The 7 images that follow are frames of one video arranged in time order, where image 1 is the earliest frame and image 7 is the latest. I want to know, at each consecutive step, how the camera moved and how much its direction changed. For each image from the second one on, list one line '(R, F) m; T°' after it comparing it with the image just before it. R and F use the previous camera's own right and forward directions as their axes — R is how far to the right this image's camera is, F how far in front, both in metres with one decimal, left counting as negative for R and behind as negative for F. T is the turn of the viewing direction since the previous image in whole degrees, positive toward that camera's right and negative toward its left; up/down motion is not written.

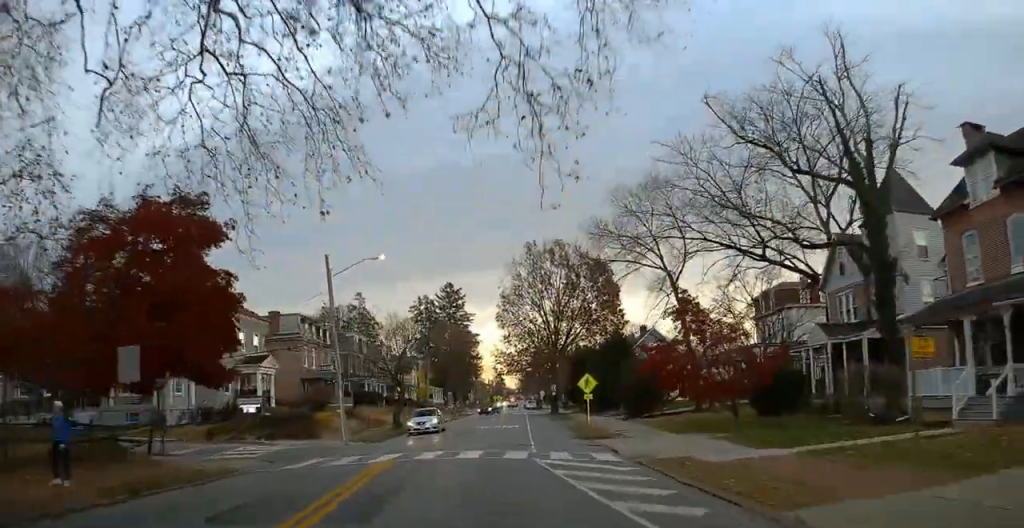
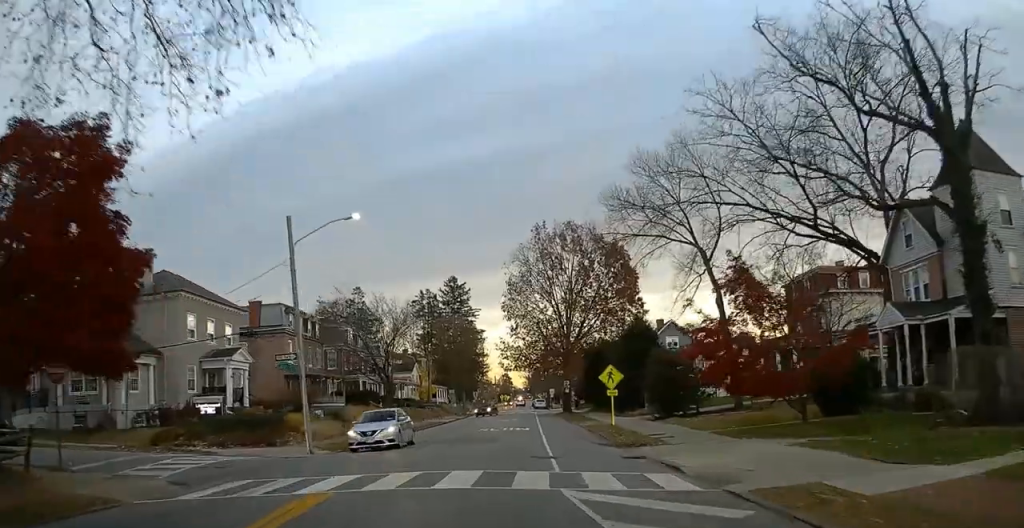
(+0.1, +6.9) m; -2°
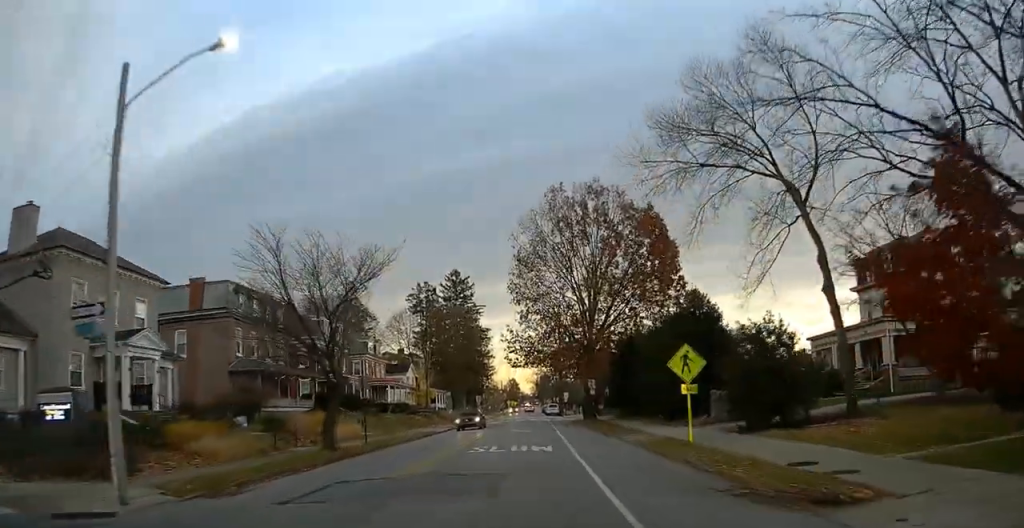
(-0.8, +13.3) m; -3°
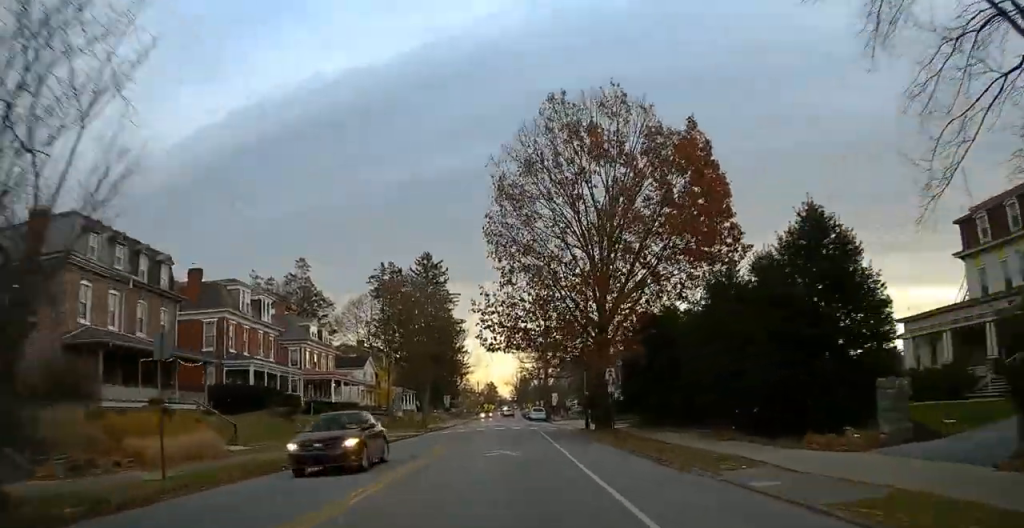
(+0.2, +16.8) m; +2°
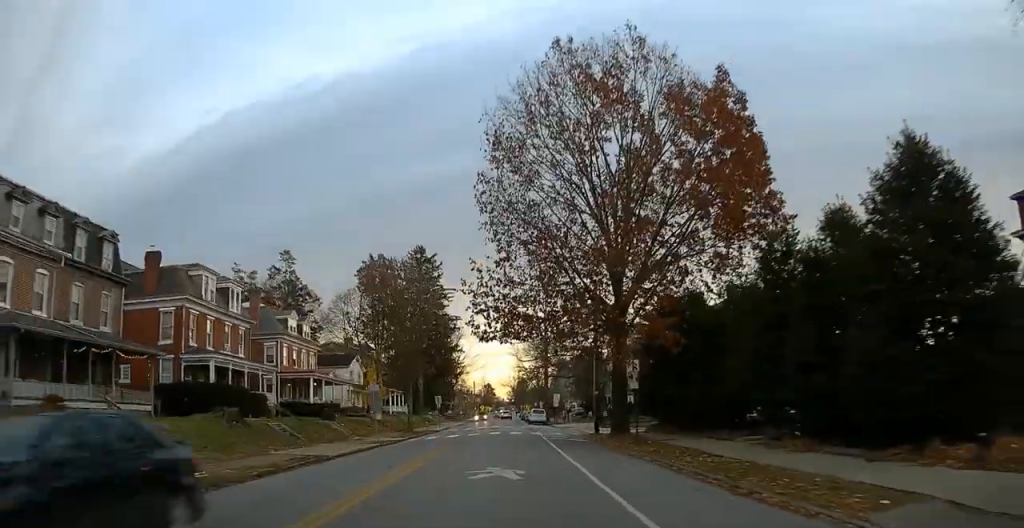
(0.0, +6.0) m; +1°
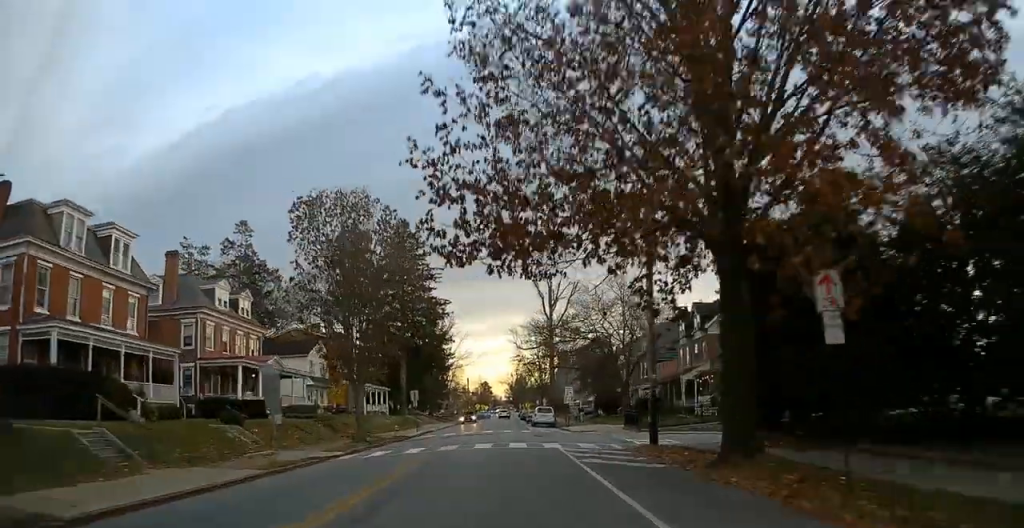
(+0.2, +15.5) m; +1°
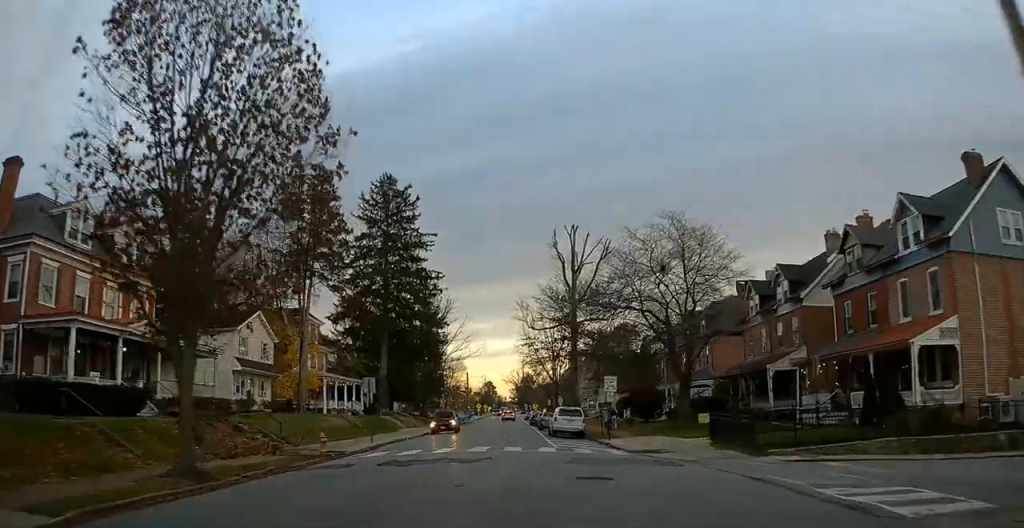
(-0.2, +18.9) m; -1°
